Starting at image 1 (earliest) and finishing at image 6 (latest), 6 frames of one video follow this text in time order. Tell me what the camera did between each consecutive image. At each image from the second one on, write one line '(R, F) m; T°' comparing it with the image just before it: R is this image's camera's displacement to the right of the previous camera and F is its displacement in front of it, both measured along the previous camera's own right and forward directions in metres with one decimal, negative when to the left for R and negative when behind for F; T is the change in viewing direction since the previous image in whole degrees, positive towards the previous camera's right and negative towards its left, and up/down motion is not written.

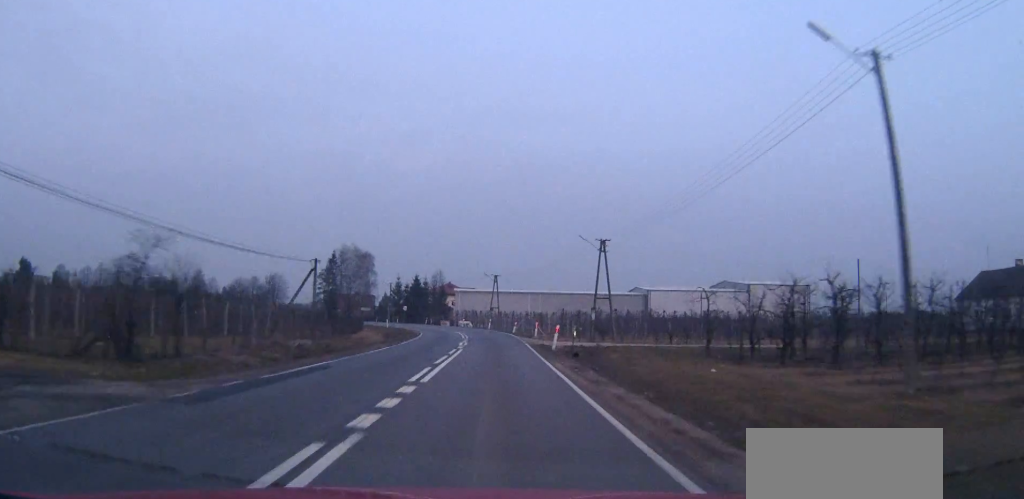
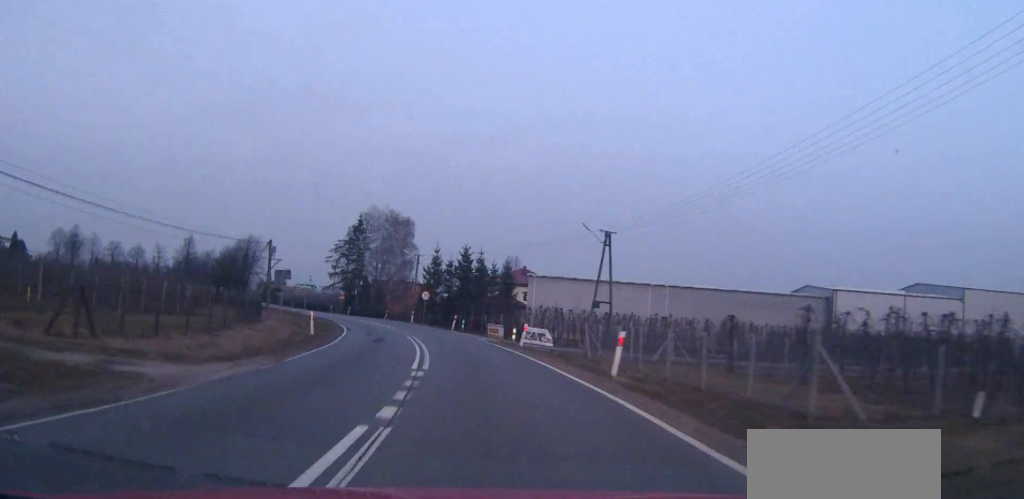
(-1.3, +59.0) m; -5°
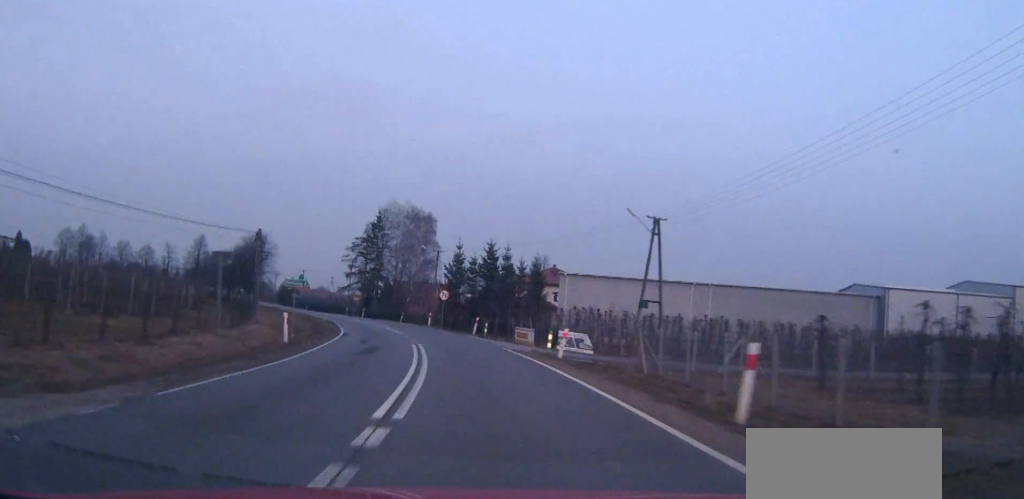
(0.0, +7.8) m; -2°
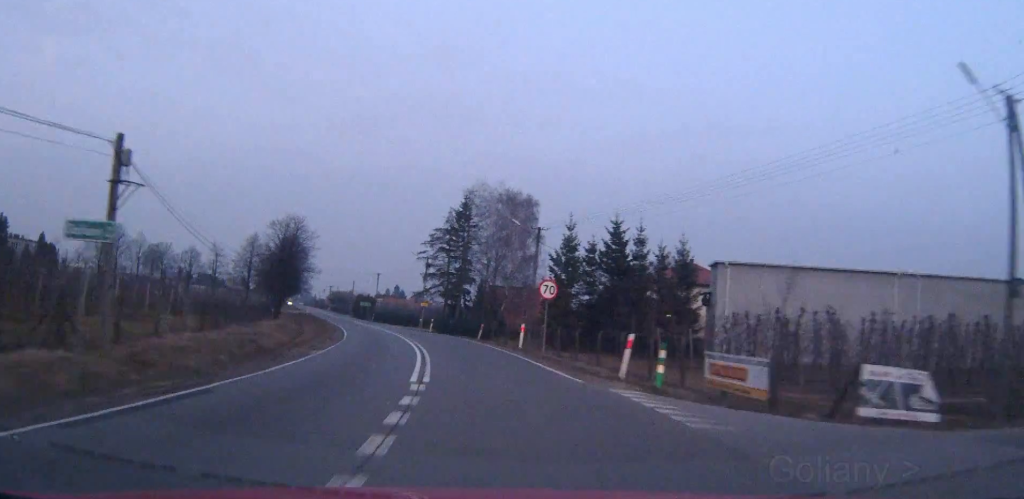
(-1.6, +26.2) m; -7°
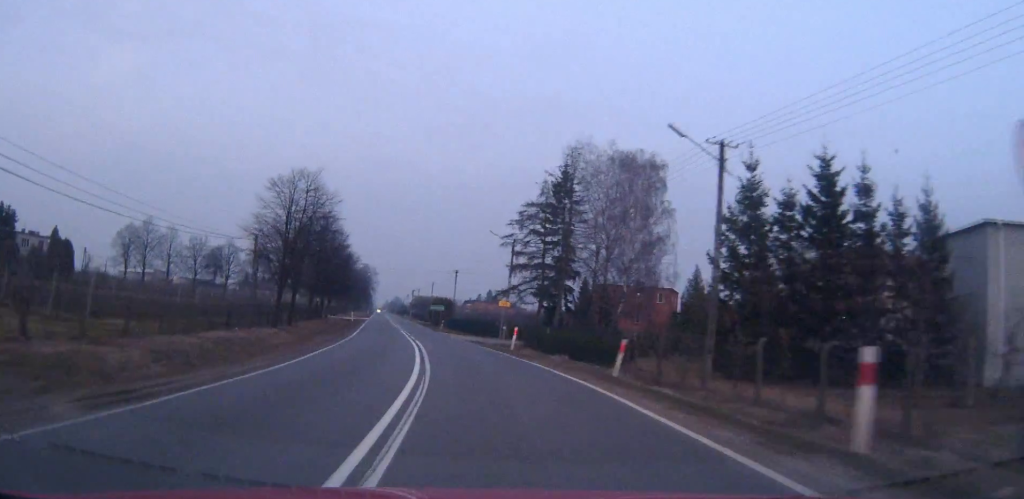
(-1.6, +24.8) m; -8°
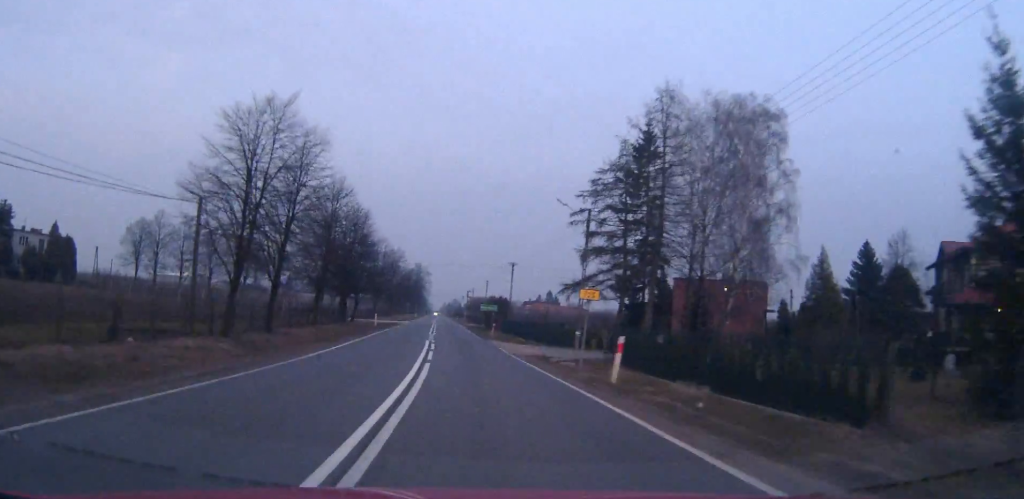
(-0.7, +16.6) m; -4°
